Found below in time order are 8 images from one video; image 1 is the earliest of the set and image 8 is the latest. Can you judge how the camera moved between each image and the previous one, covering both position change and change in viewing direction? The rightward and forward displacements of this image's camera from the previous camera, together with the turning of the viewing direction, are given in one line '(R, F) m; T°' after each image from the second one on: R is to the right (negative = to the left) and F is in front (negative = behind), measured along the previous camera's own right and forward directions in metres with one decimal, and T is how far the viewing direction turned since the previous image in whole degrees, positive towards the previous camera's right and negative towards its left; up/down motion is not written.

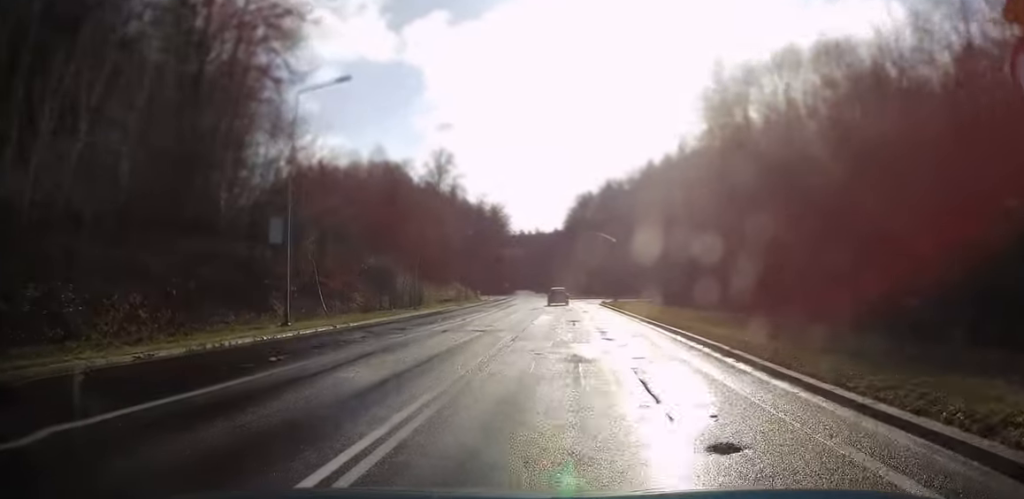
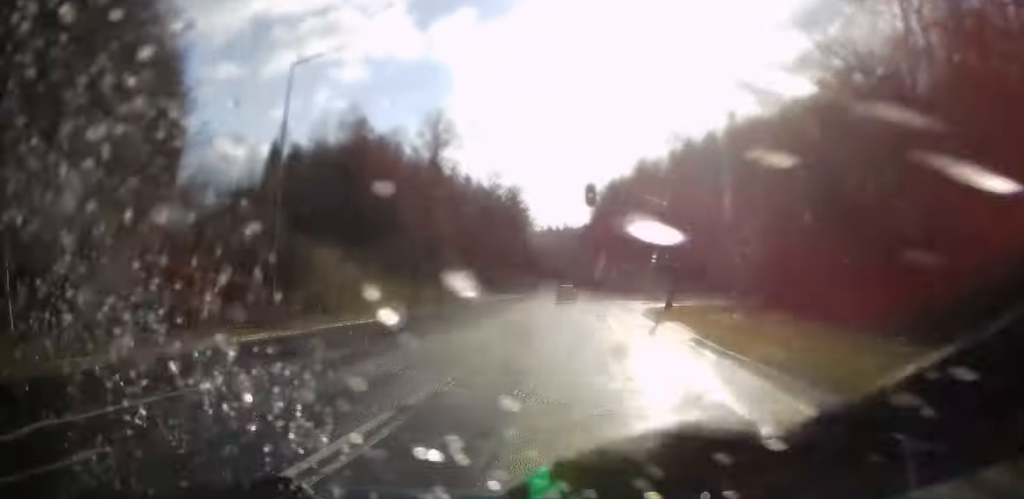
(0.0, +24.7) m; -1°
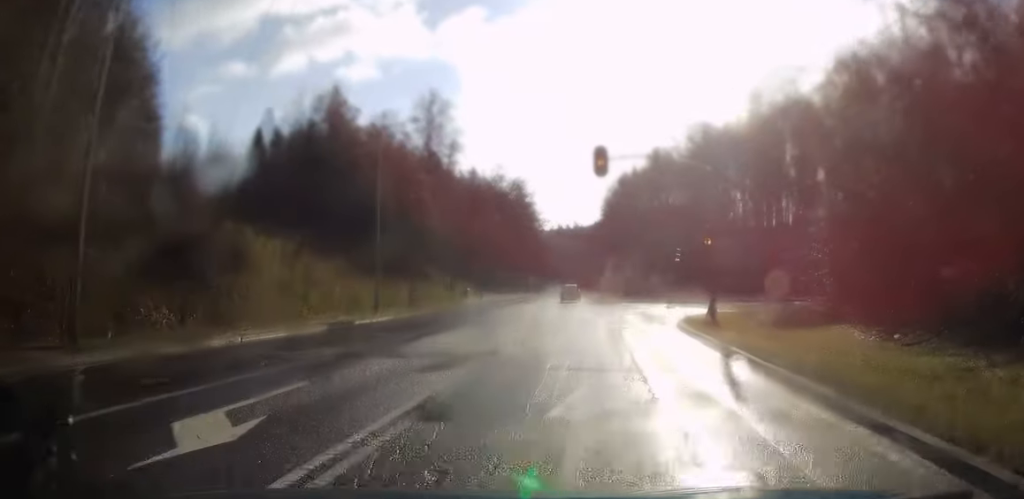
(-0.2, +10.5) m; -2°
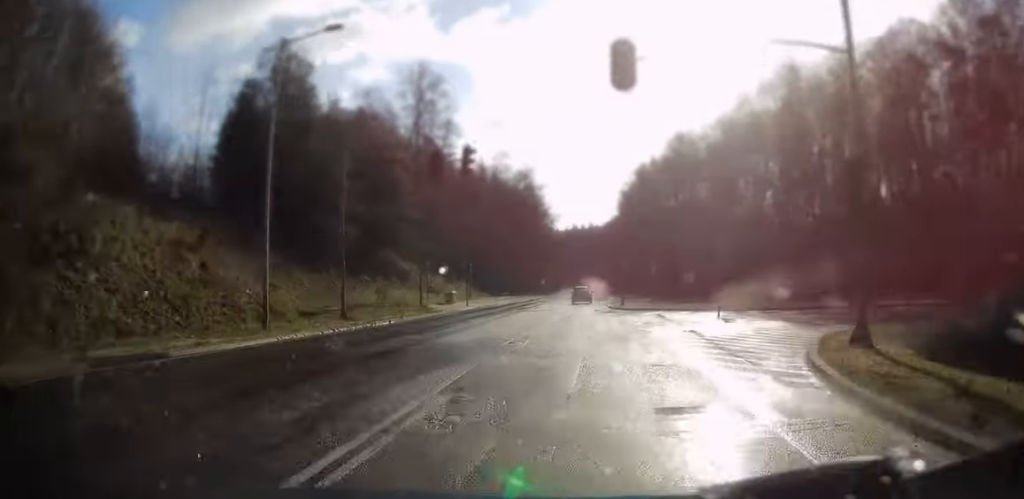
(-0.5, +13.3) m; -2°
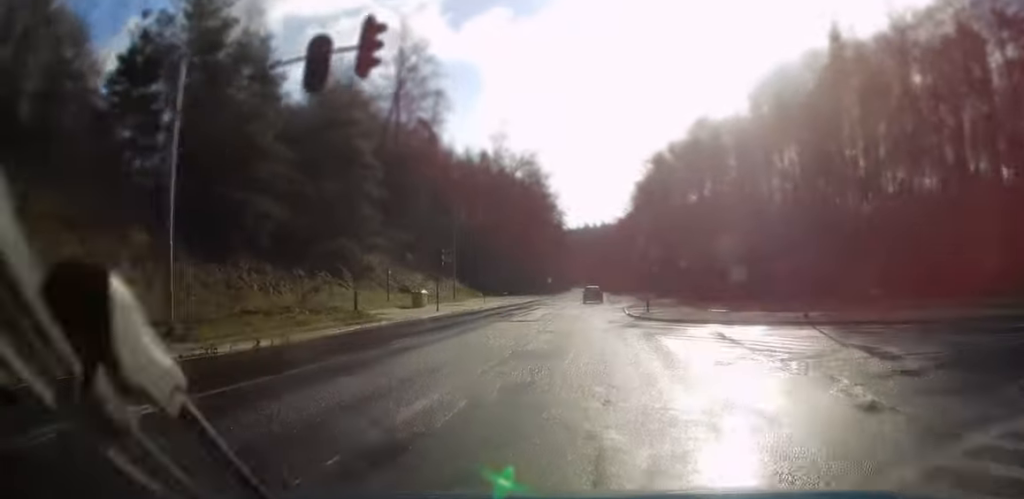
(0.0, +12.8) m; 0°
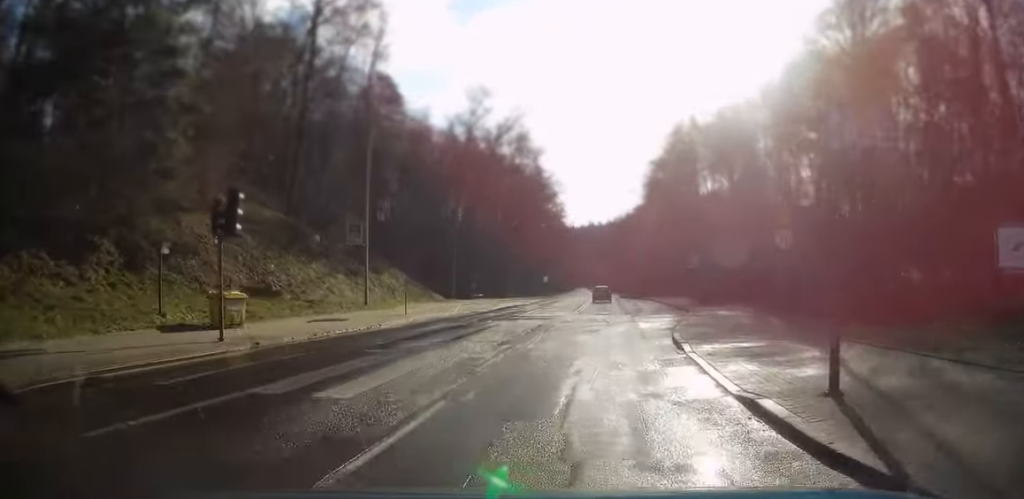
(0.0, +23.3) m; 0°
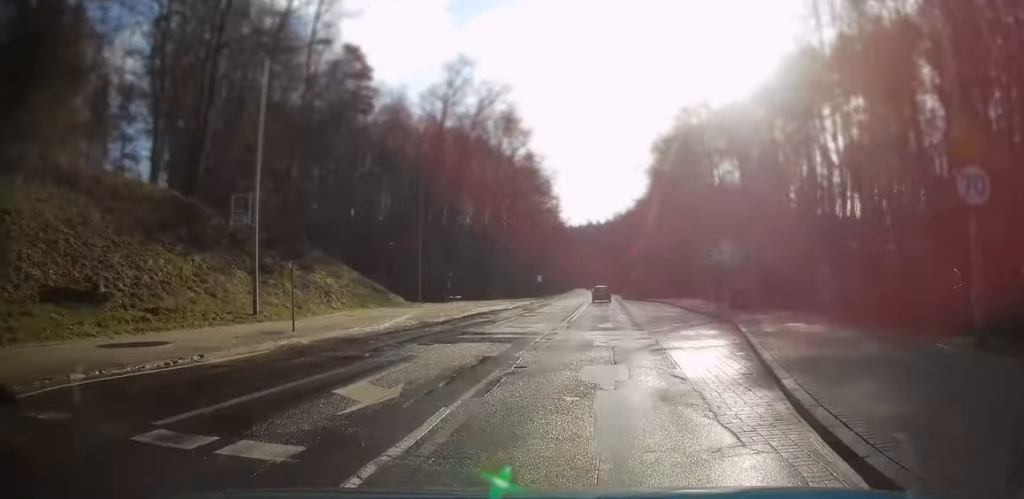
(0.0, +11.6) m; 0°
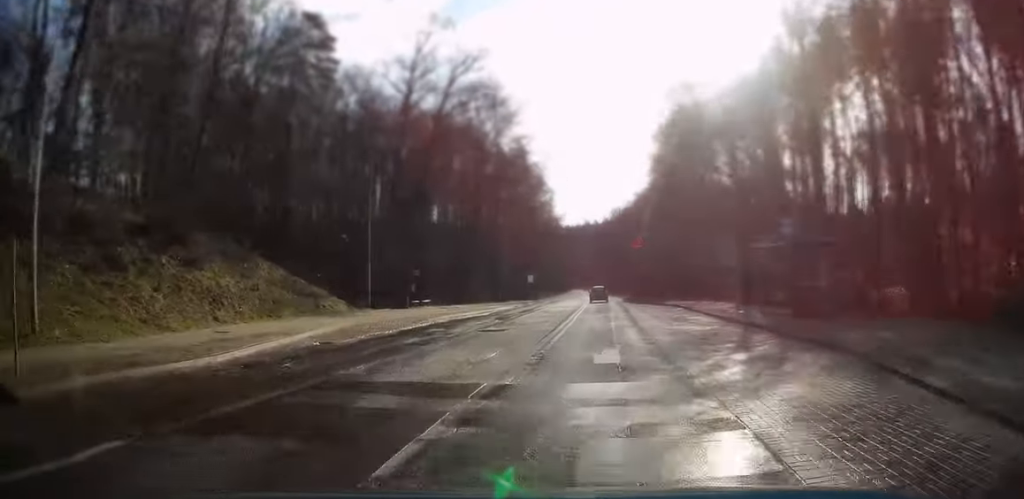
(0.0, +10.7) m; 0°
